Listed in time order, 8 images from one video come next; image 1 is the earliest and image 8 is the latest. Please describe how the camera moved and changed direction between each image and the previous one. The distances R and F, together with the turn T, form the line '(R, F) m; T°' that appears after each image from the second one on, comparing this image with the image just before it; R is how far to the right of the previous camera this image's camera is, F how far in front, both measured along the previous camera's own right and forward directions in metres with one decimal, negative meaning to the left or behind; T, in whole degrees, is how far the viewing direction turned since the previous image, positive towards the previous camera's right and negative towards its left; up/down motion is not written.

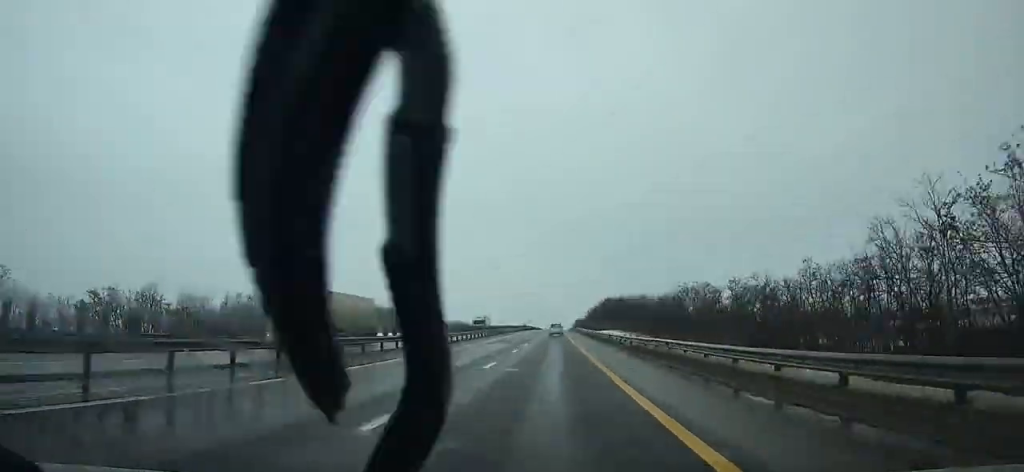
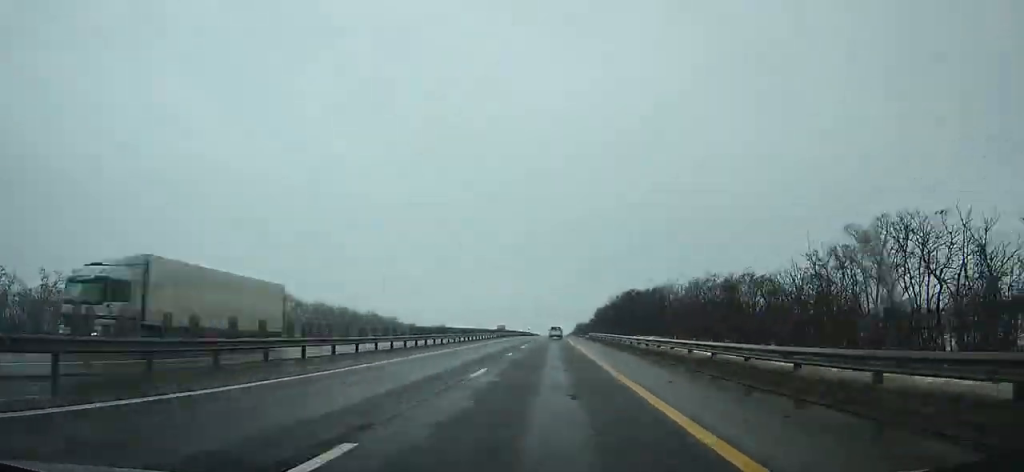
(+0.2, +62.6) m; +2°
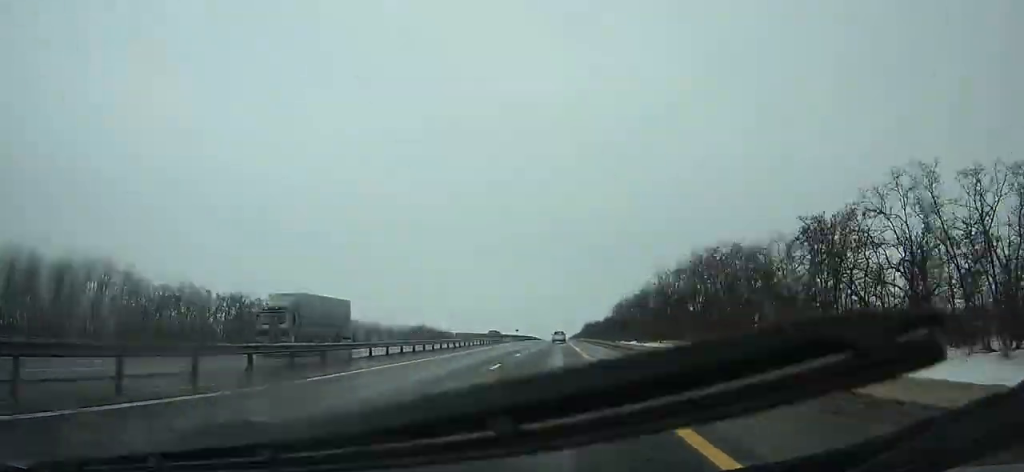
(+2.1, +79.3) m; -1°
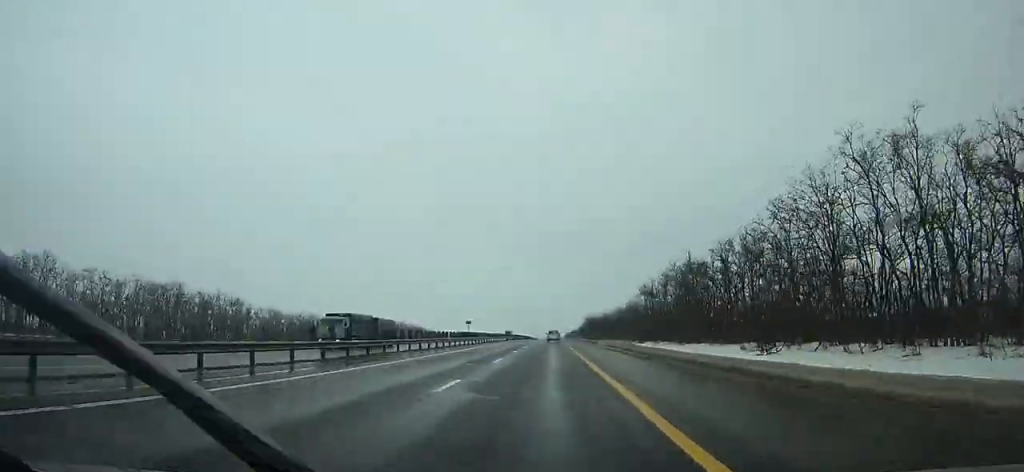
(-1.9, +67.9) m; -2°
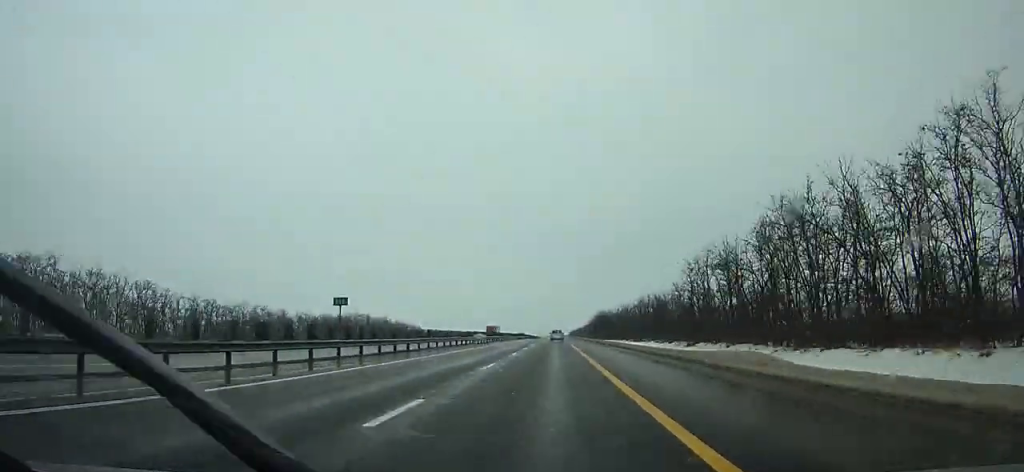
(-2.4, +39.7) m; -1°
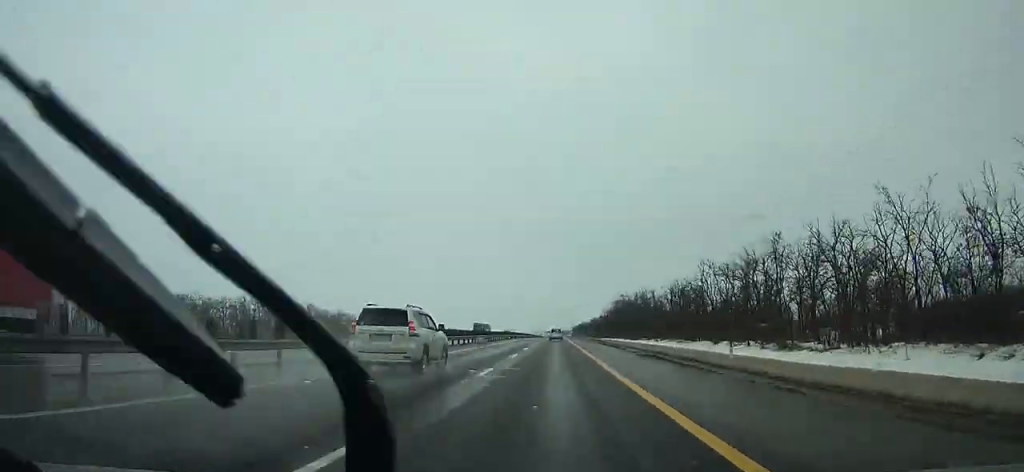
(+2.7, +87.9) m; +2°
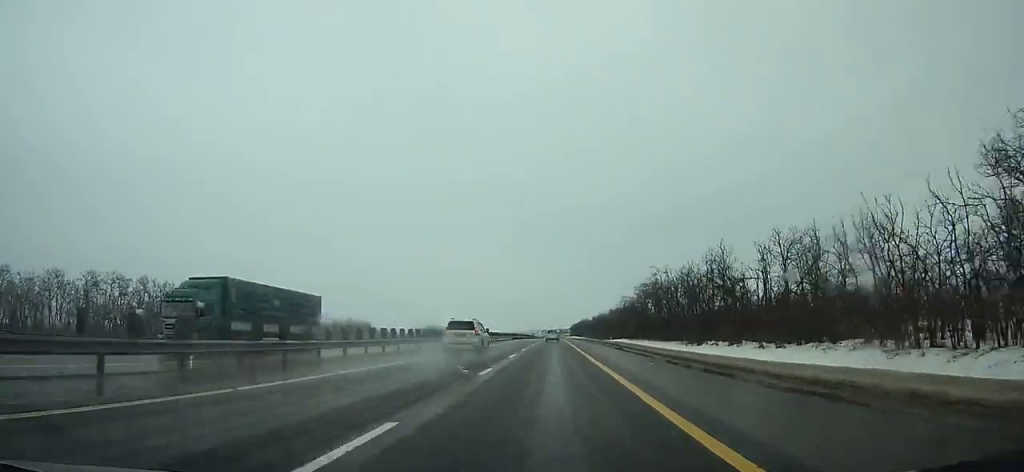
(+0.1, +59.6) m; 0°
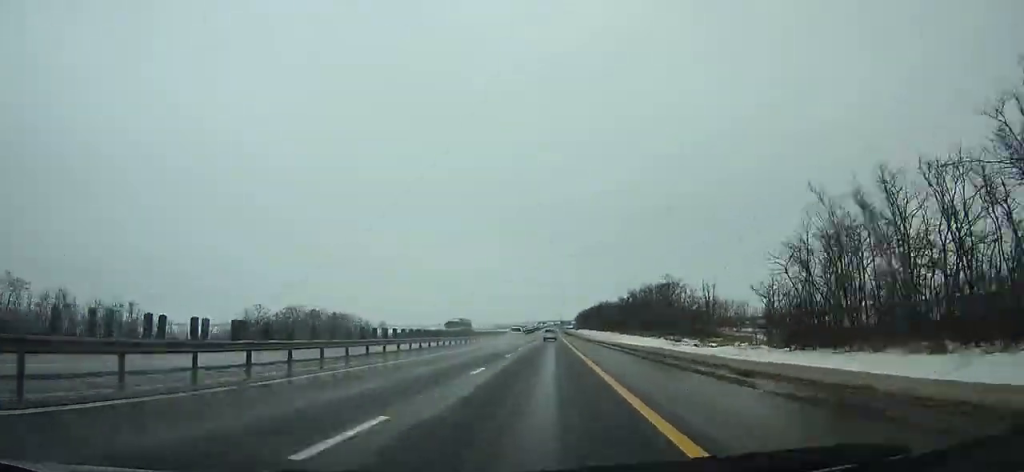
(+6.2, +190.7) m; 0°
